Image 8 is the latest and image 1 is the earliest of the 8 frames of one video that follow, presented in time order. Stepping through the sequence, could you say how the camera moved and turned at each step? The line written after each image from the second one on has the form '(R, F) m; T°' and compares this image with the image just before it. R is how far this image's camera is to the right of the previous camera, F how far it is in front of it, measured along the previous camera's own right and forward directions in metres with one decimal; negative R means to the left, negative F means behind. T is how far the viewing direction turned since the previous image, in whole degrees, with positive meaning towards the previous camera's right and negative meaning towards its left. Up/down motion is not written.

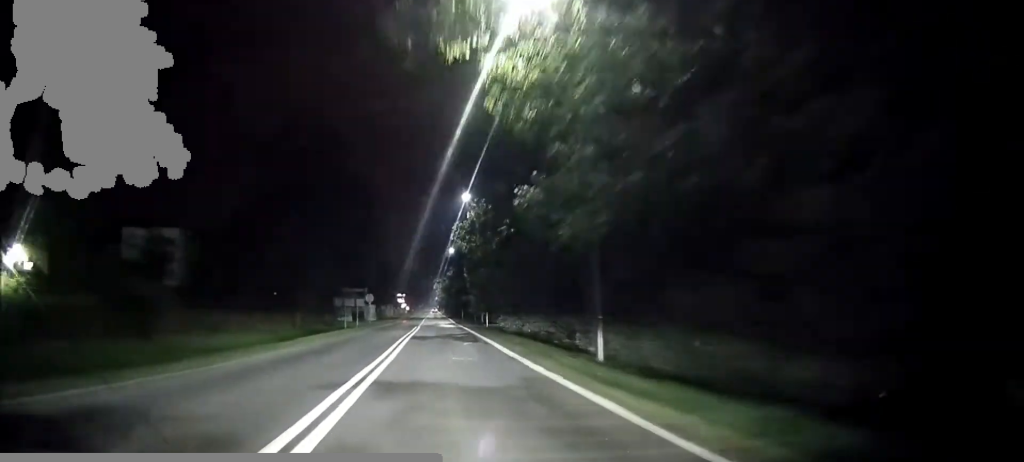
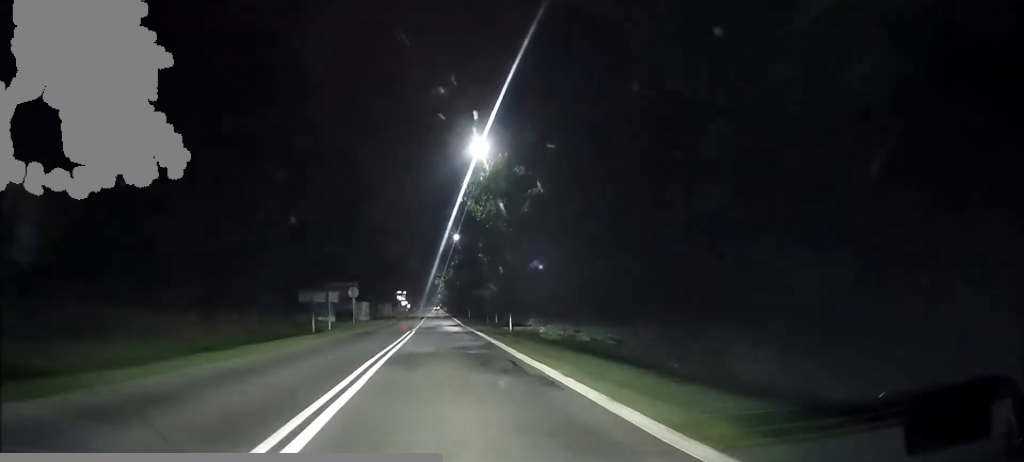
(-0.1, +14.2) m; 0°
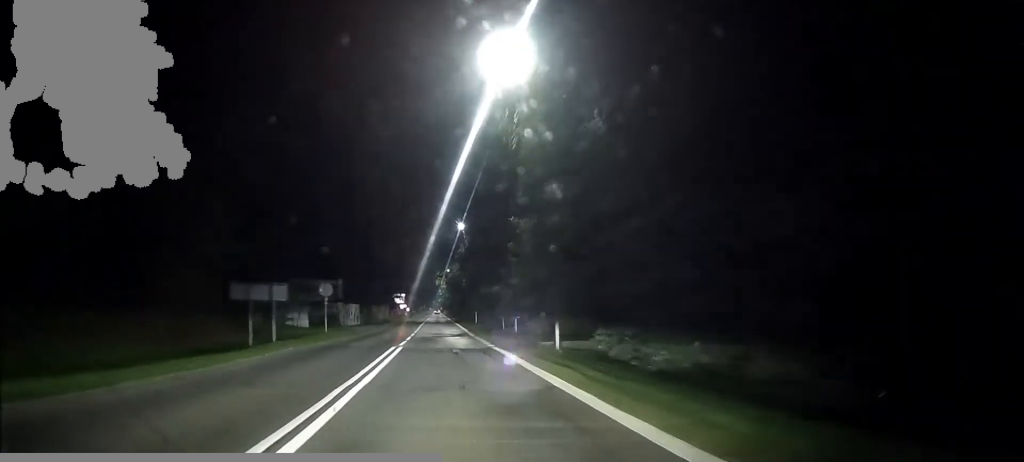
(0.0, +13.1) m; 0°
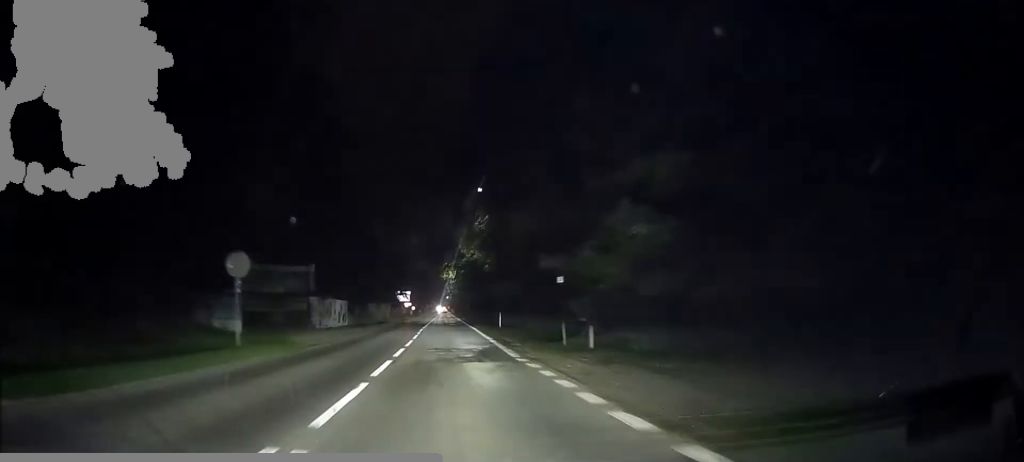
(+0.1, +18.5) m; +1°
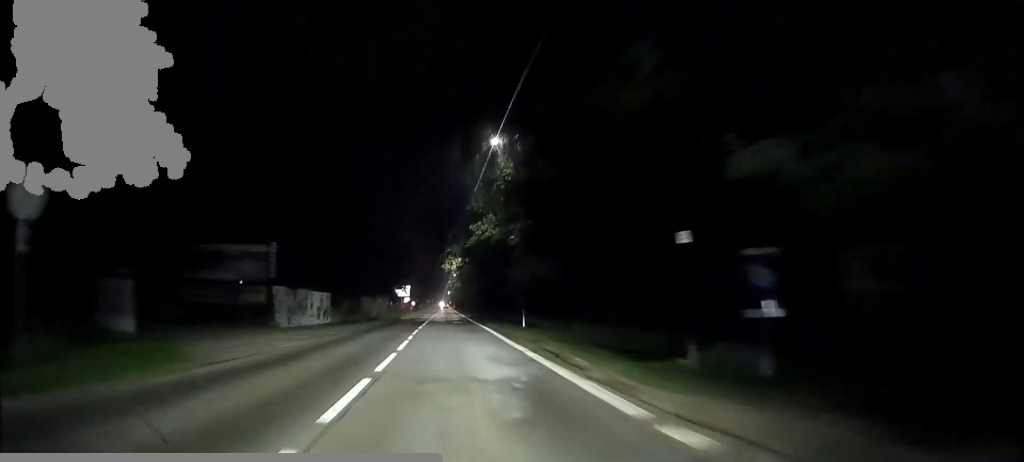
(+0.1, +11.9) m; 0°
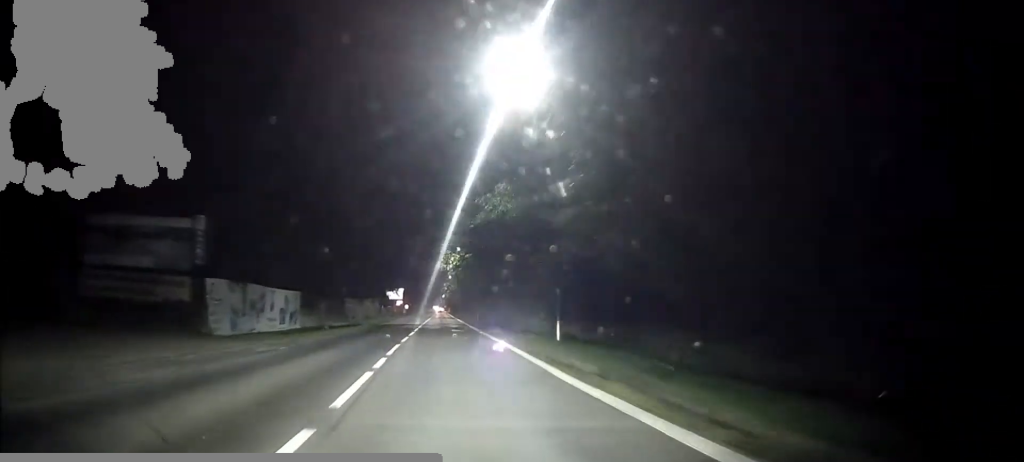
(0.0, +10.8) m; 0°
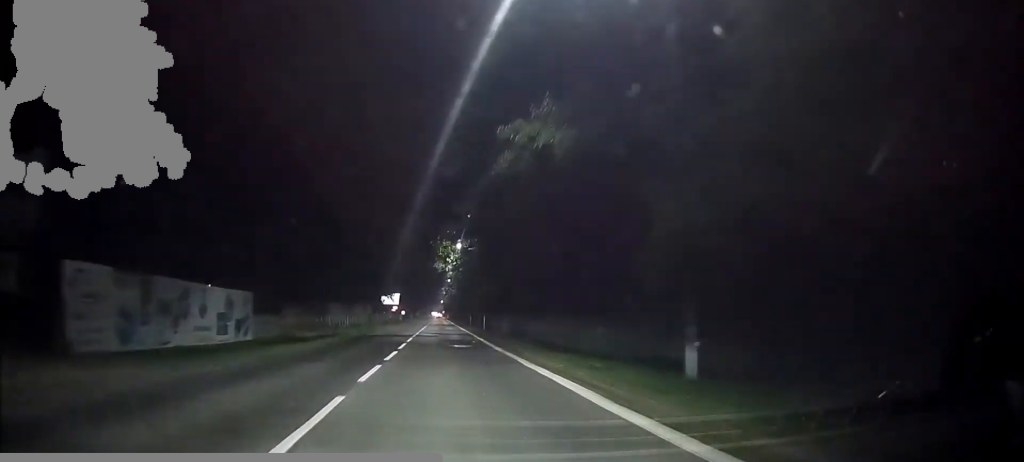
(0.0, +11.8) m; 0°
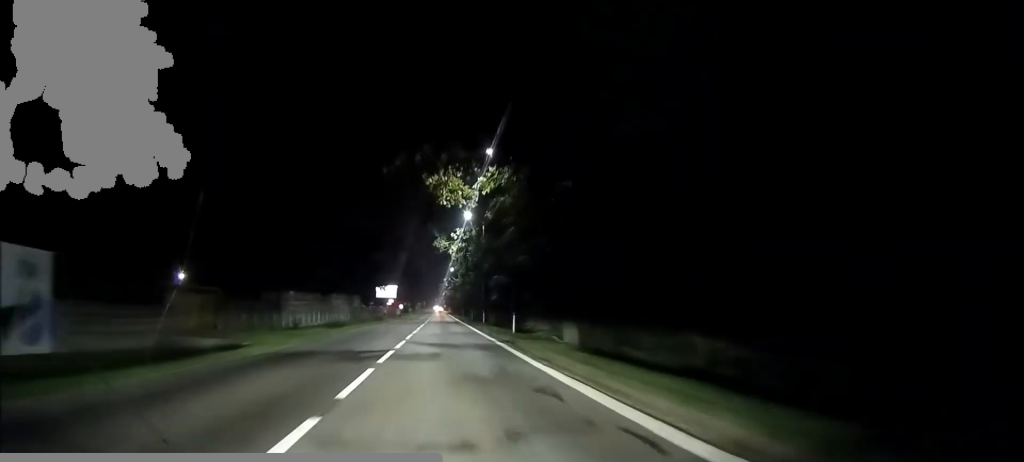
(+0.2, +20.4) m; 0°
